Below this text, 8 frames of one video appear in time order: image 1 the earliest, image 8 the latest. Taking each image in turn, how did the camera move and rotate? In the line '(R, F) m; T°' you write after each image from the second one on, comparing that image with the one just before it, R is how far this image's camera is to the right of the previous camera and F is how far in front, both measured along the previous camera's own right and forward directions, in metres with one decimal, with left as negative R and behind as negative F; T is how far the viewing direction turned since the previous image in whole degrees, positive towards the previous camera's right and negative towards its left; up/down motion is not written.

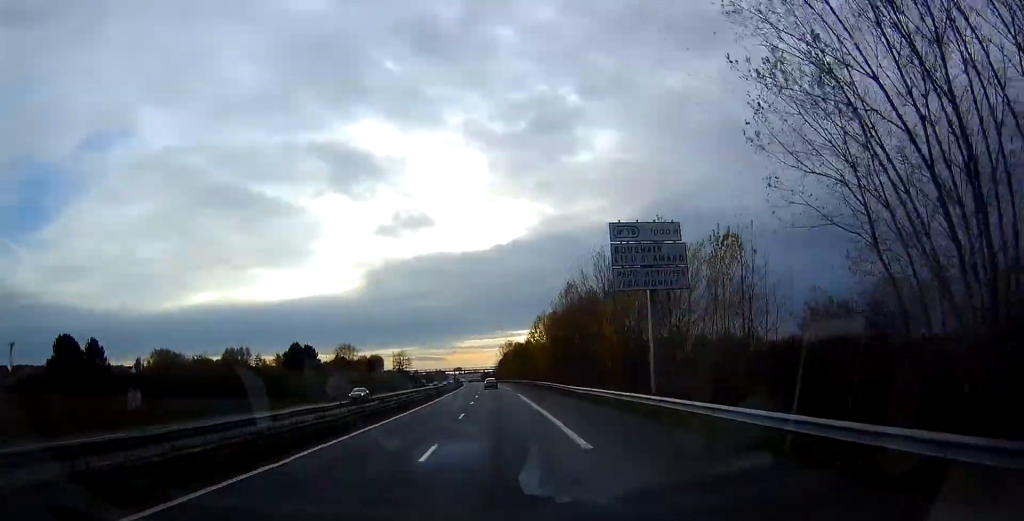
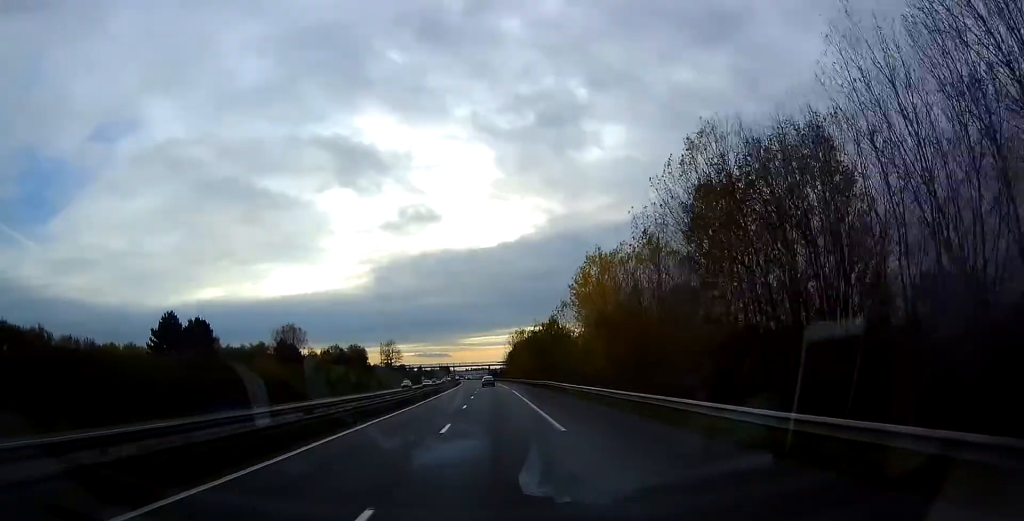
(-0.7, +47.8) m; -1°
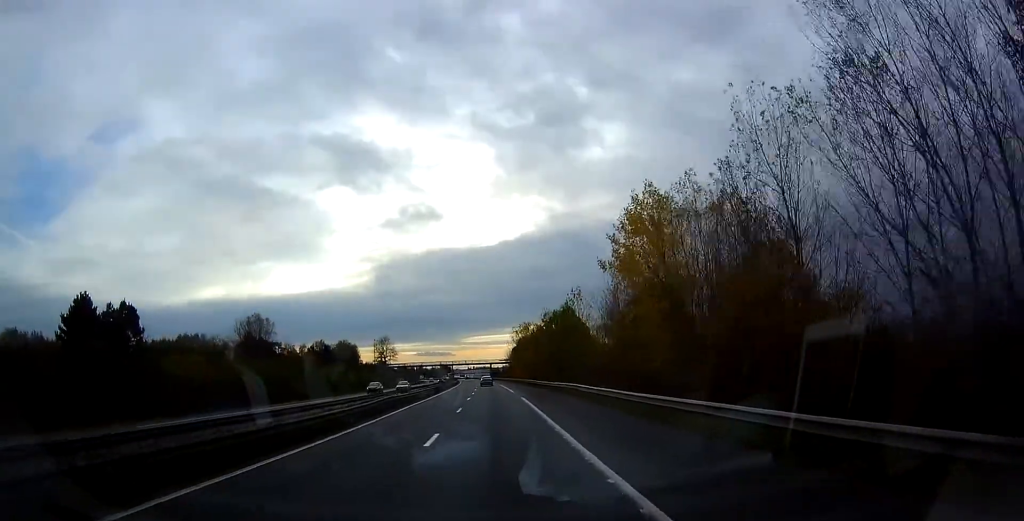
(-0.1, +17.0) m; 0°
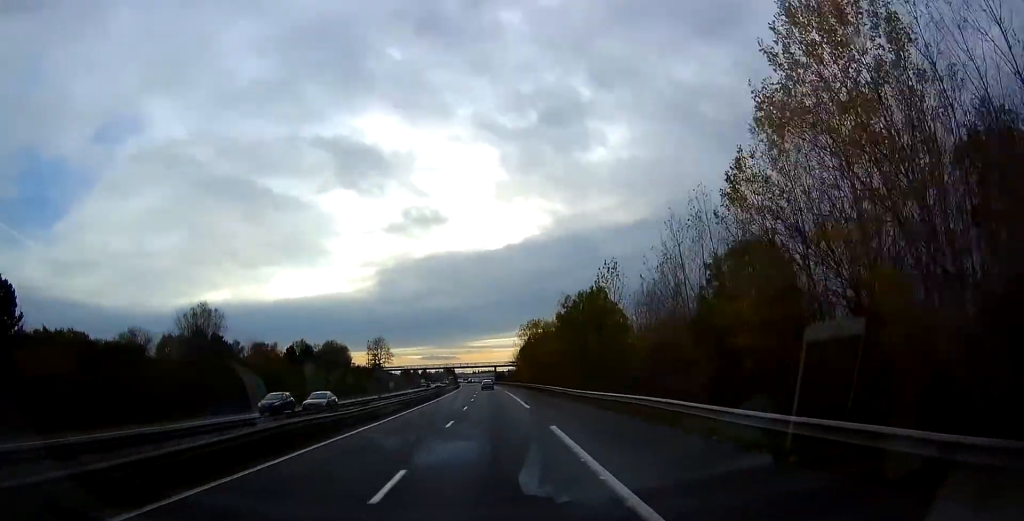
(0.0, +19.6) m; 0°
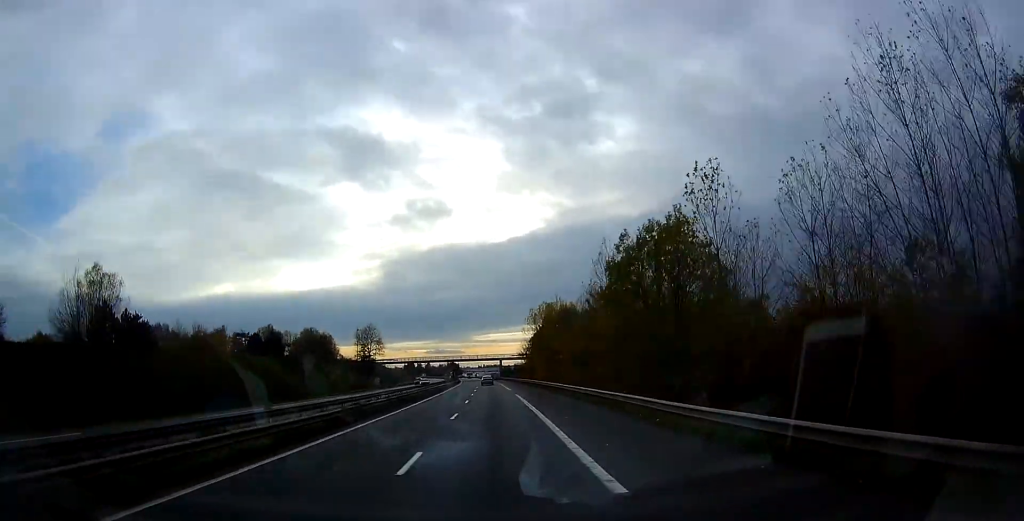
(0.0, +23.7) m; 0°
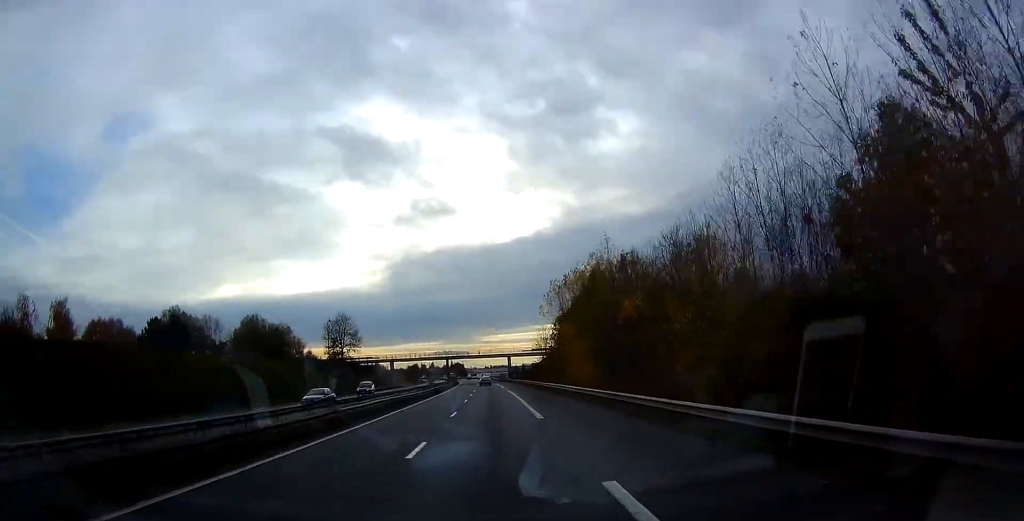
(-0.1, +37.8) m; -1°
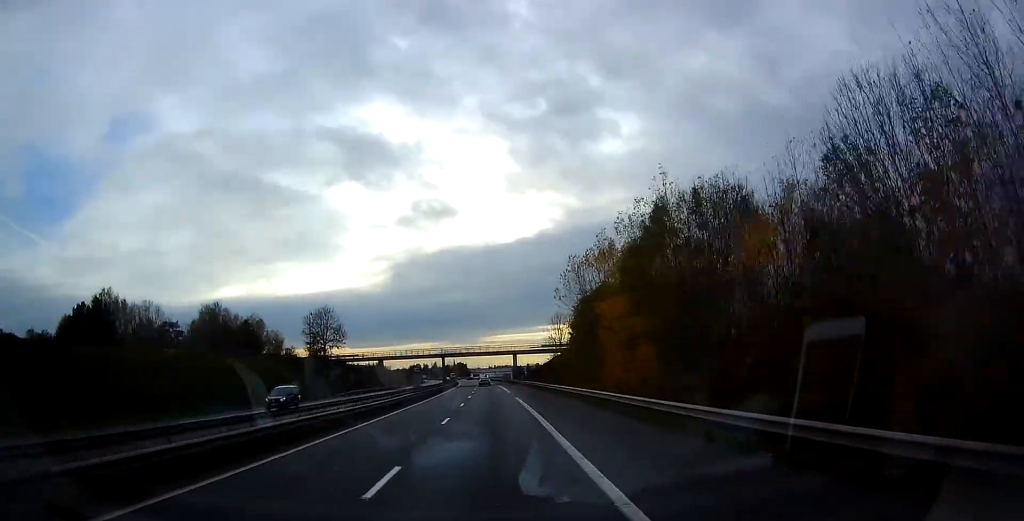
(0.0, +17.4) m; -1°
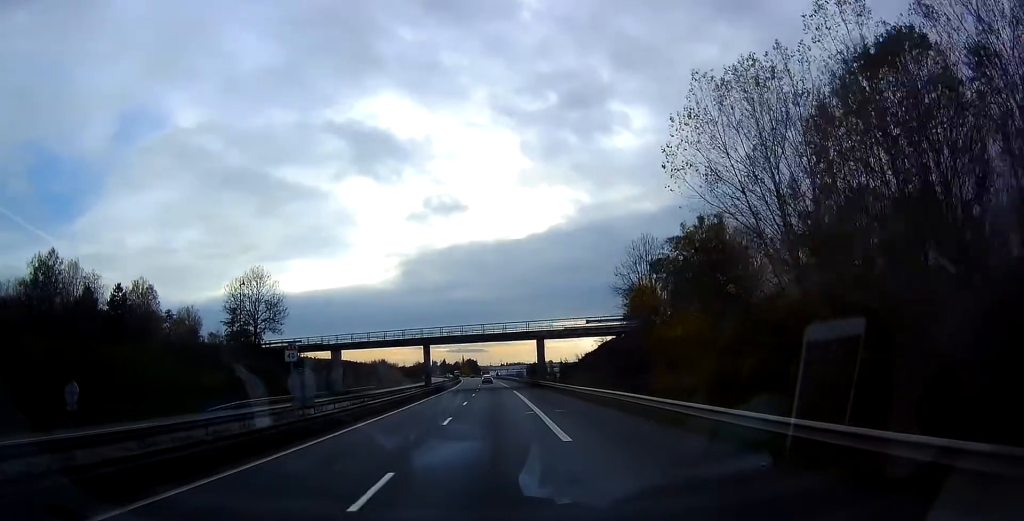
(-0.8, +41.7) m; -1°
